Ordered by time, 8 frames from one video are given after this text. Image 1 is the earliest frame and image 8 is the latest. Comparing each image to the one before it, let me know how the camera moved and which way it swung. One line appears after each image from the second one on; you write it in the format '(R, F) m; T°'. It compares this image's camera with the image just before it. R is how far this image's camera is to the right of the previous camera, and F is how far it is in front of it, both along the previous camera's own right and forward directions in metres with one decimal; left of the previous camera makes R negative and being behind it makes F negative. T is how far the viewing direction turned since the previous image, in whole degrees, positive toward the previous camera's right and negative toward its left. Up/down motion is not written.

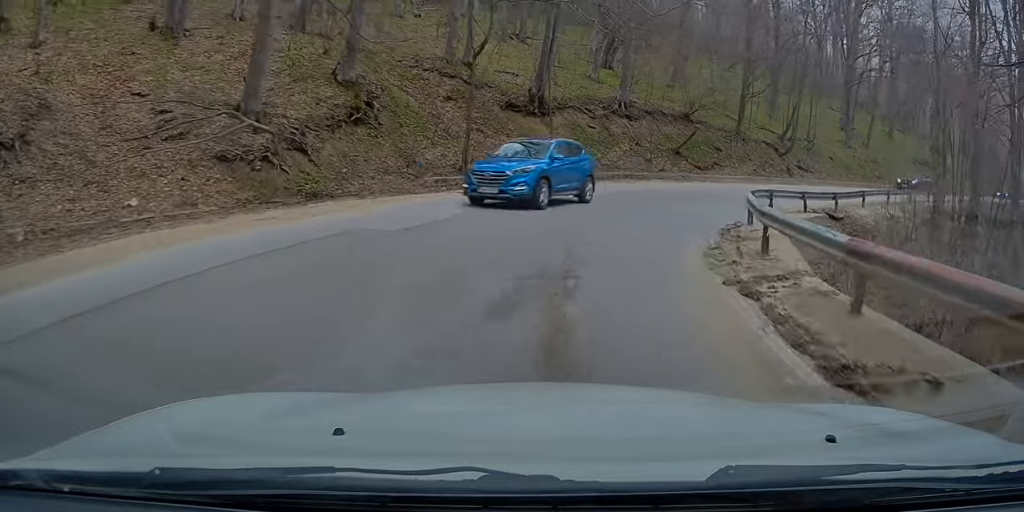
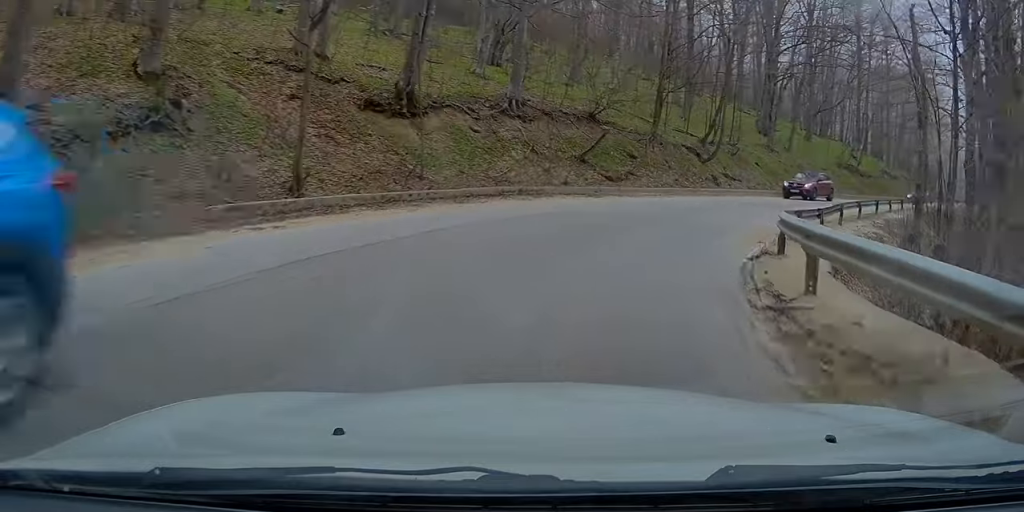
(+0.5, +7.2) m; +7°
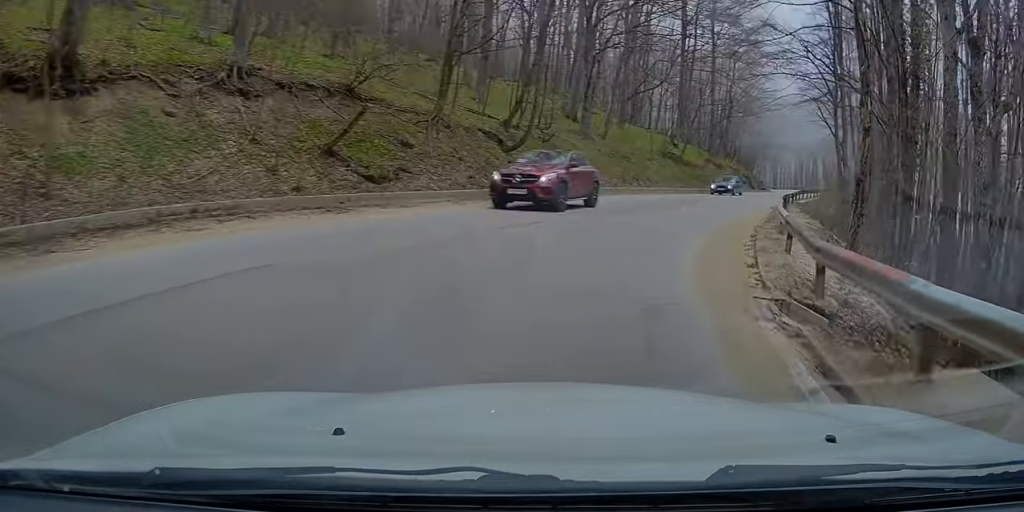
(+0.9, +10.3) m; +11°
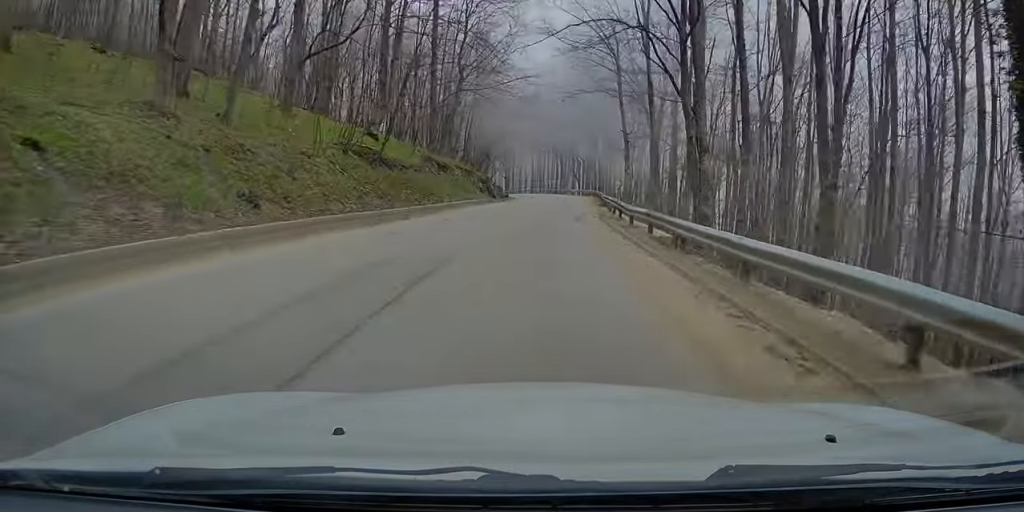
(+5.4, +21.9) m; +26°
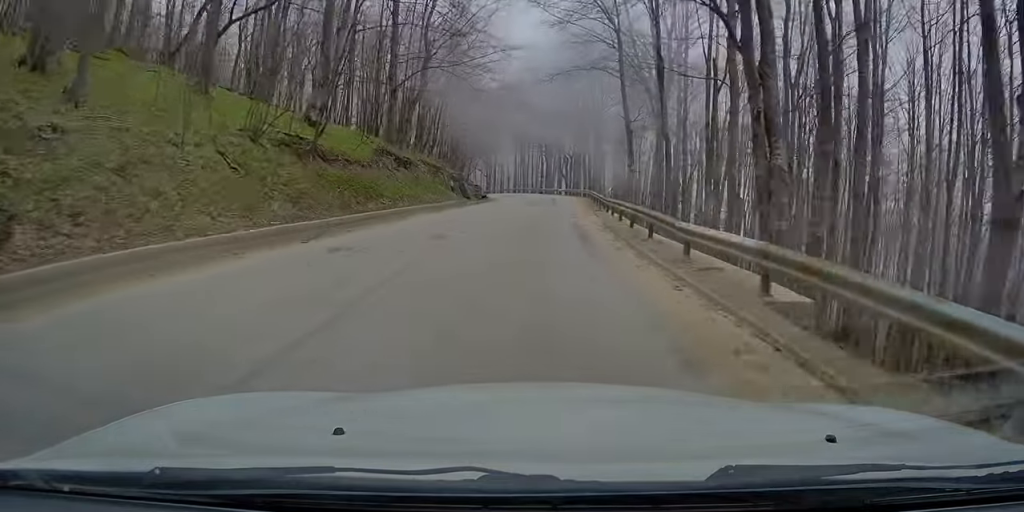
(+0.6, +8.2) m; +6°
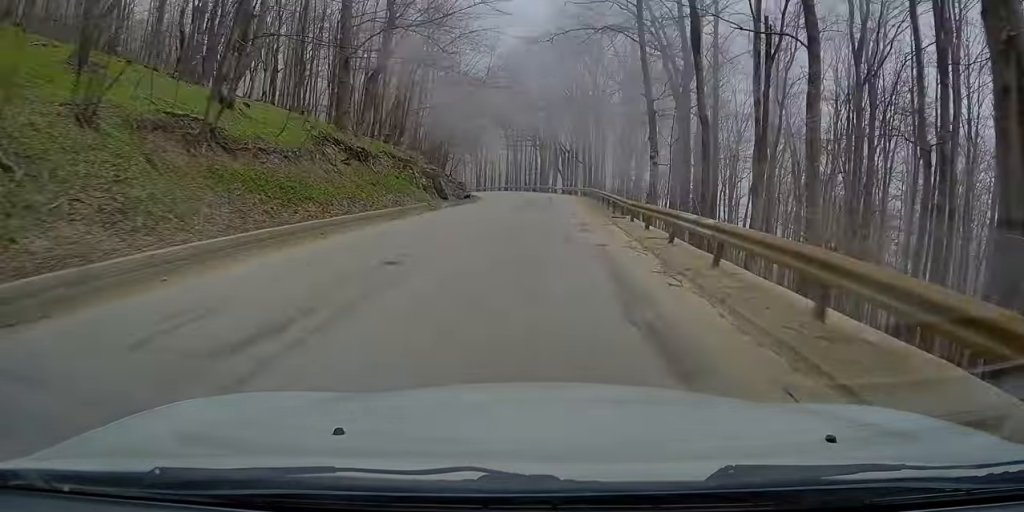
(+0.3, +9.2) m; +2°
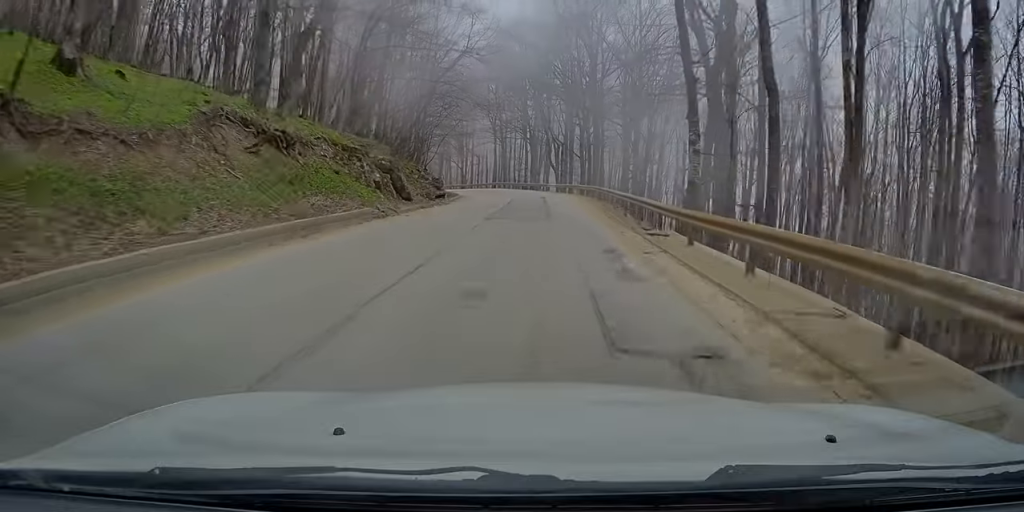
(+0.1, +9.0) m; 0°
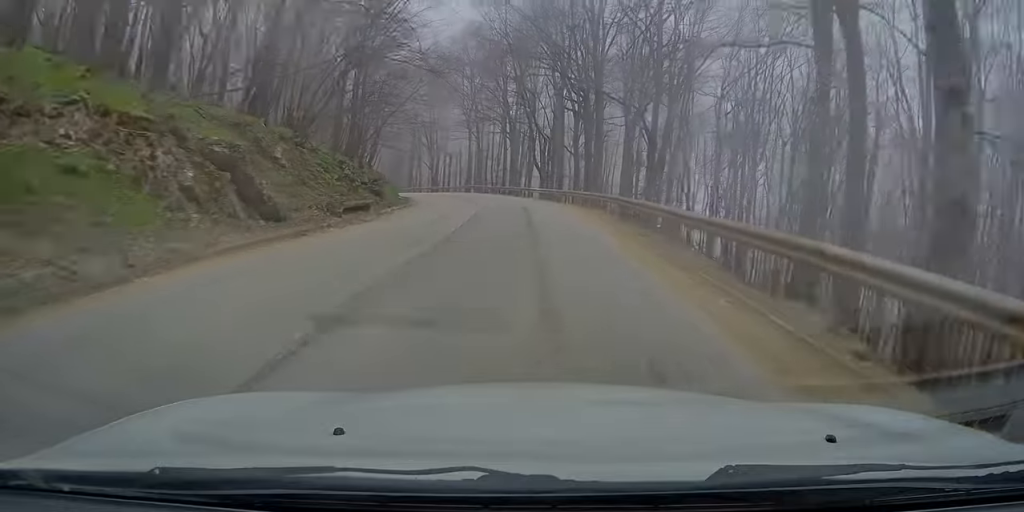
(0.0, +14.4) m; -2°
